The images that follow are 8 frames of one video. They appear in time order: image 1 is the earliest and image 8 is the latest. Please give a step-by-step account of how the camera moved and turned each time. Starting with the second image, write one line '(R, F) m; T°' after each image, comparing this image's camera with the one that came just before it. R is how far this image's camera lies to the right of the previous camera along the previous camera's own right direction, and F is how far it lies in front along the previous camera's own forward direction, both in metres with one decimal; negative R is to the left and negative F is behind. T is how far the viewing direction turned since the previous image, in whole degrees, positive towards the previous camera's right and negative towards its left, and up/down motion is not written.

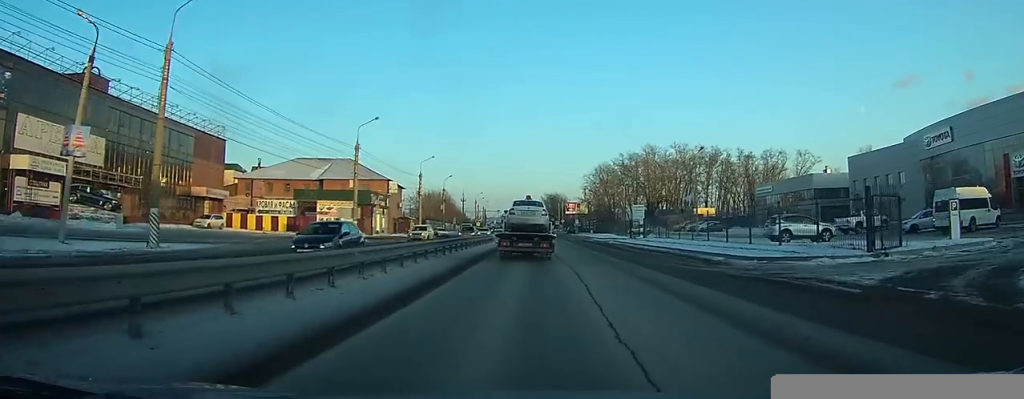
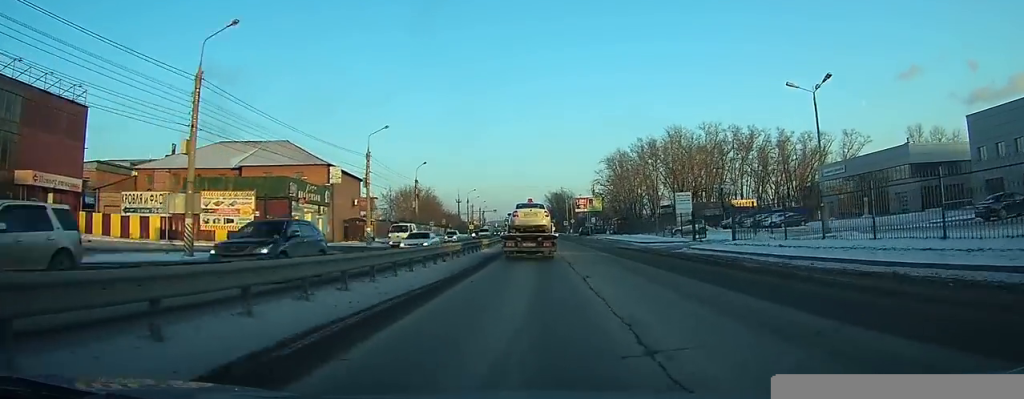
(+0.1, +28.0) m; 0°
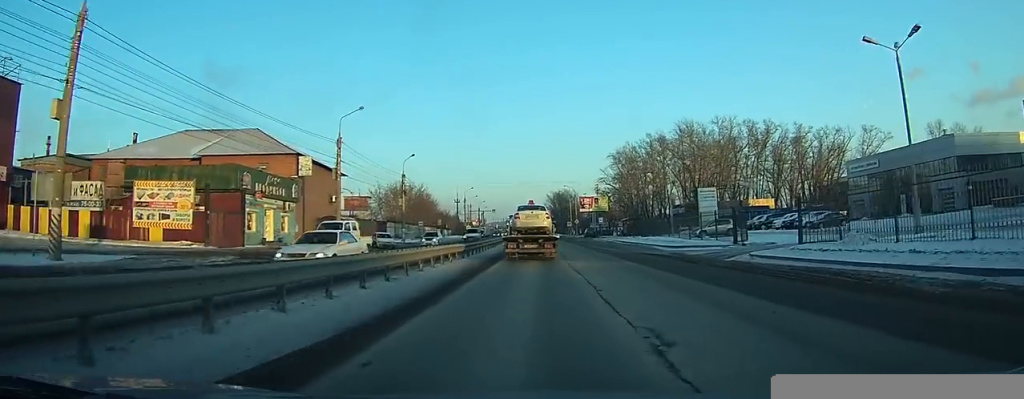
(0.0, +9.2) m; 0°
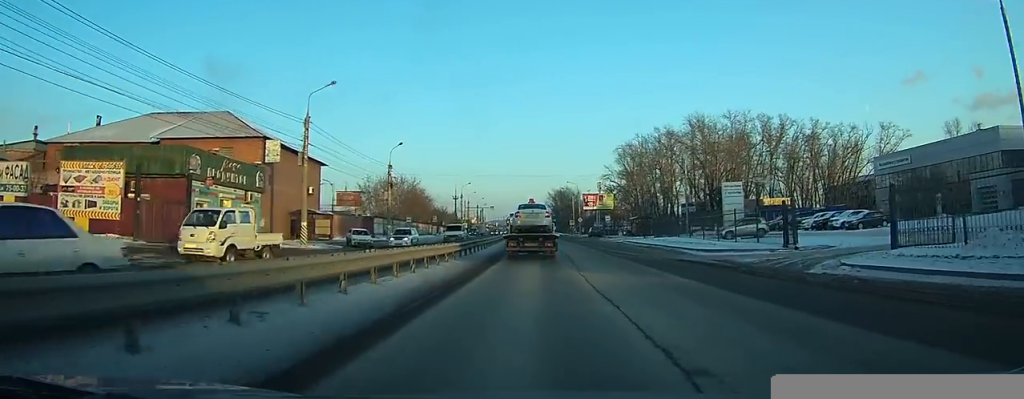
(0.0, +7.5) m; 0°
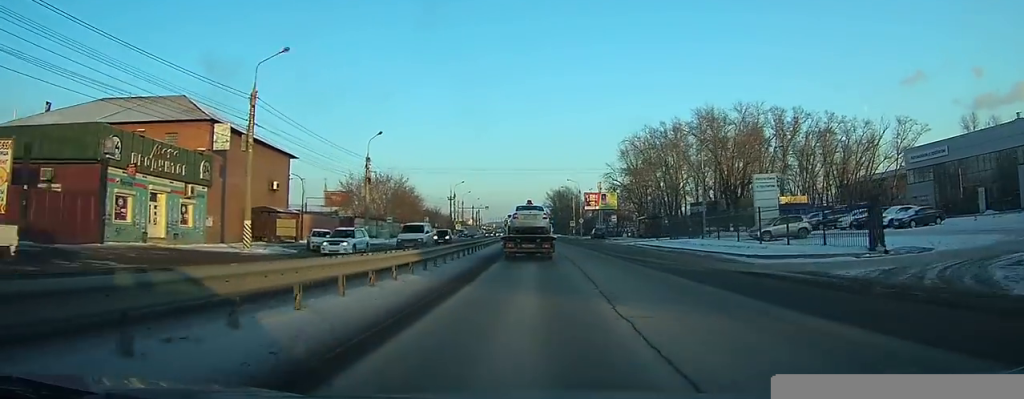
(0.0, +8.1) m; 0°
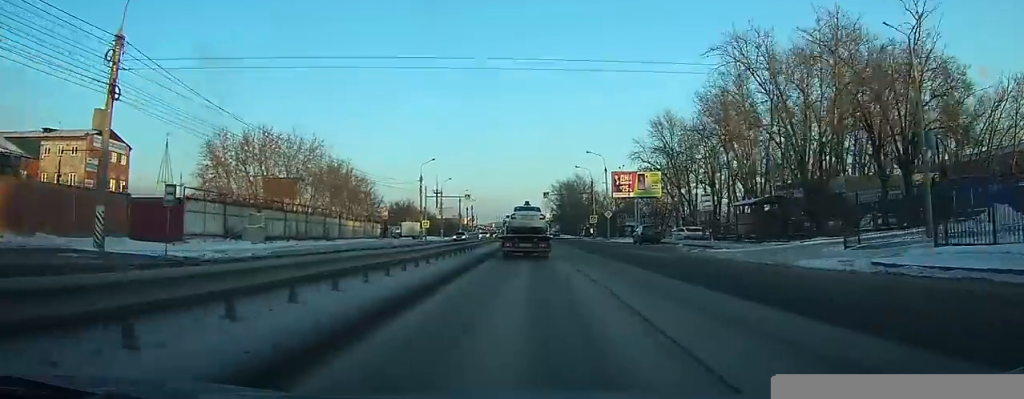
(-0.1, +37.8) m; 0°
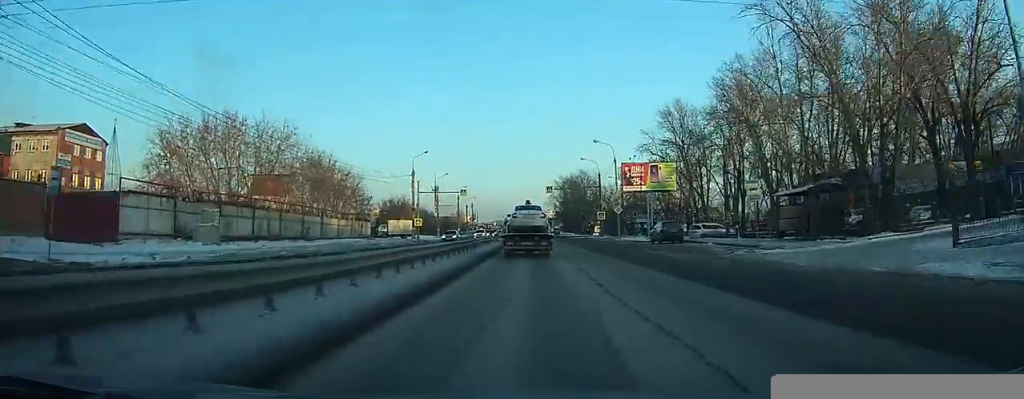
(0.0, +7.0) m; 0°
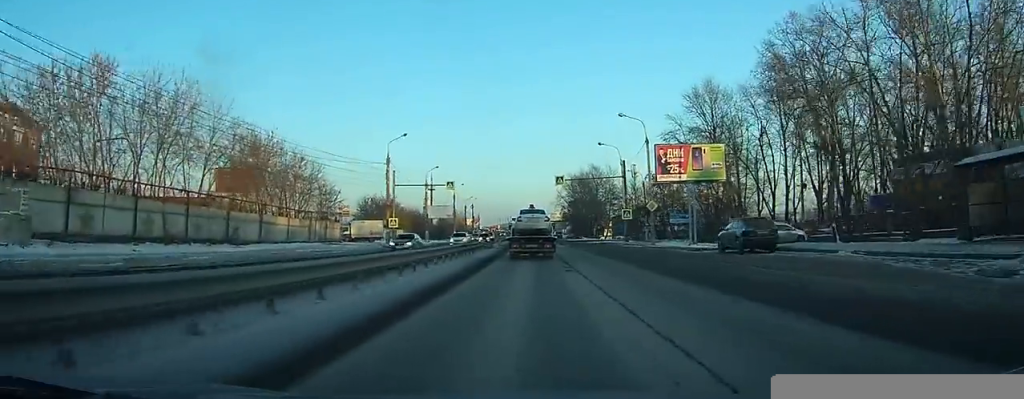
(0.0, +16.3) m; 0°
